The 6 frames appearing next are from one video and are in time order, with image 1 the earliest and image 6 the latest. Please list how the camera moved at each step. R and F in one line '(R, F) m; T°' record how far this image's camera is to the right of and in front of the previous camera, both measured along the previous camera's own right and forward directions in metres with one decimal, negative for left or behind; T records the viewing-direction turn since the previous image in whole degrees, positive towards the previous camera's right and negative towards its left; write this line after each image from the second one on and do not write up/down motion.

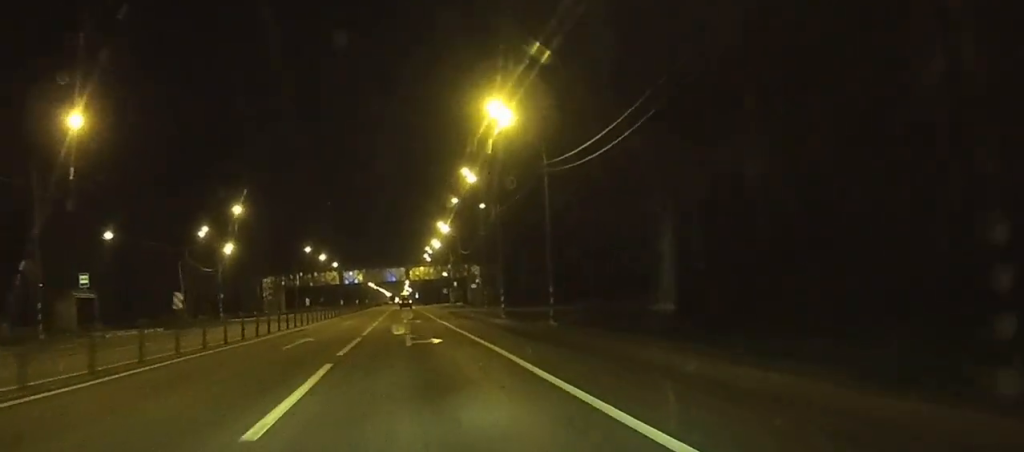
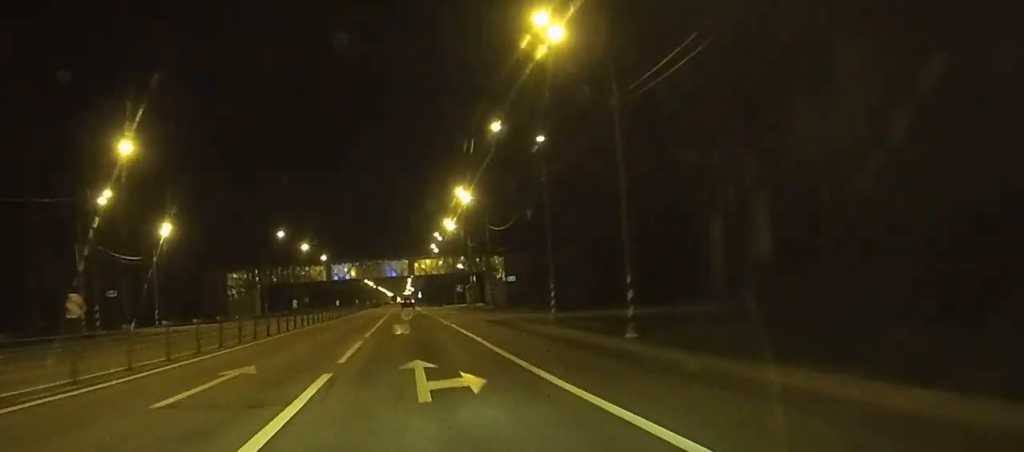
(+0.2, +37.2) m; +1°
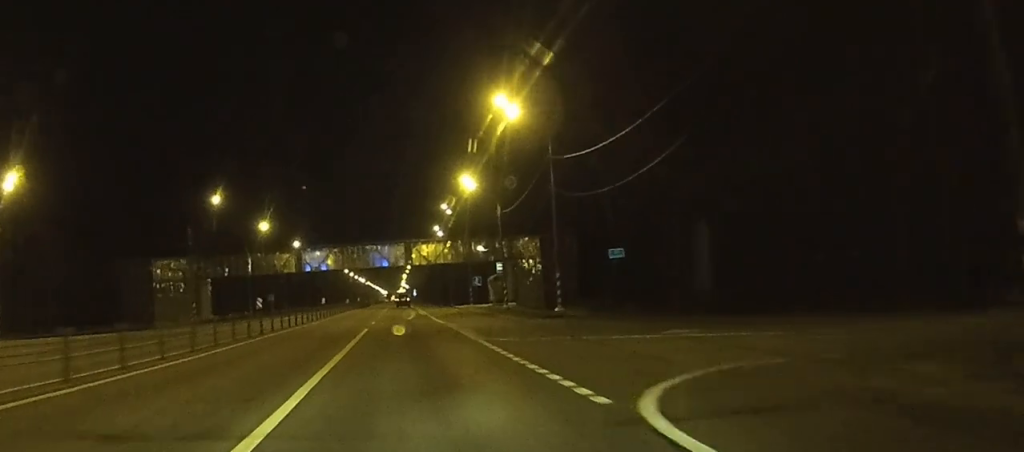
(+0.1, +39.6) m; 0°
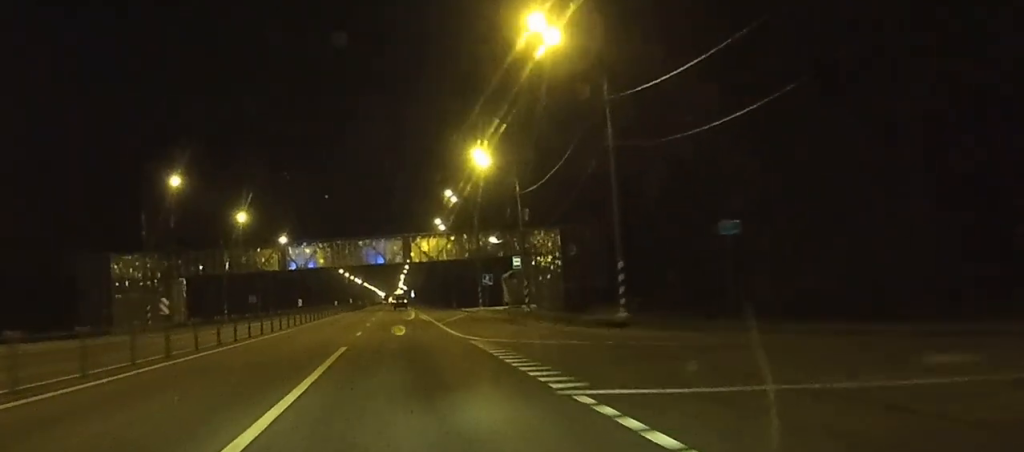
(0.0, +14.0) m; 0°
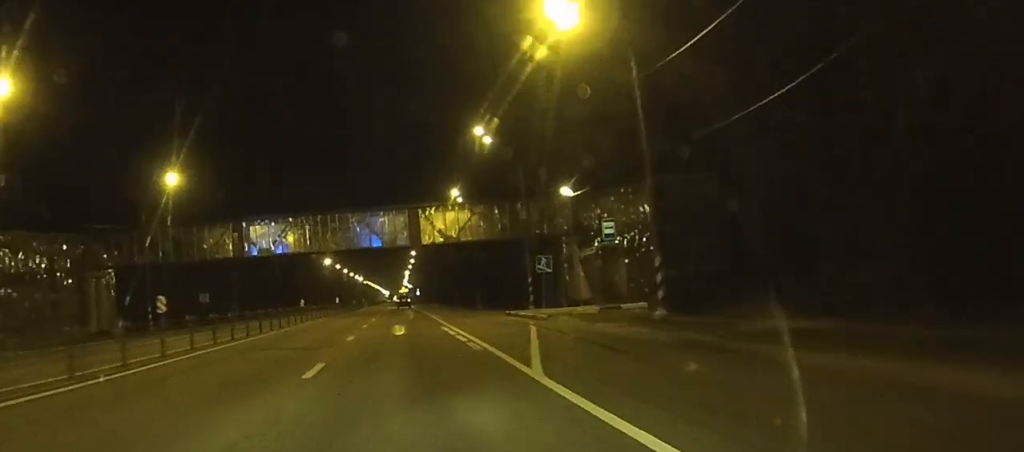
(-0.1, +30.8) m; 0°
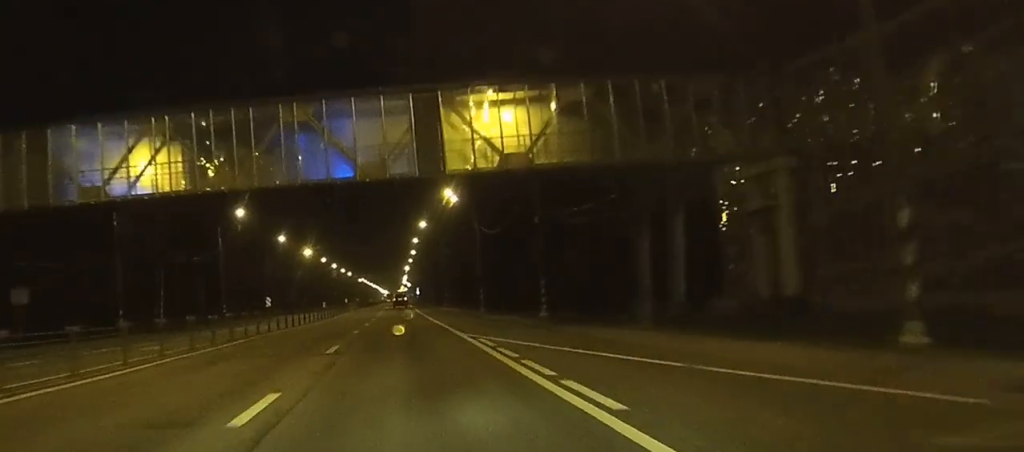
(+0.1, +41.2) m; 0°
